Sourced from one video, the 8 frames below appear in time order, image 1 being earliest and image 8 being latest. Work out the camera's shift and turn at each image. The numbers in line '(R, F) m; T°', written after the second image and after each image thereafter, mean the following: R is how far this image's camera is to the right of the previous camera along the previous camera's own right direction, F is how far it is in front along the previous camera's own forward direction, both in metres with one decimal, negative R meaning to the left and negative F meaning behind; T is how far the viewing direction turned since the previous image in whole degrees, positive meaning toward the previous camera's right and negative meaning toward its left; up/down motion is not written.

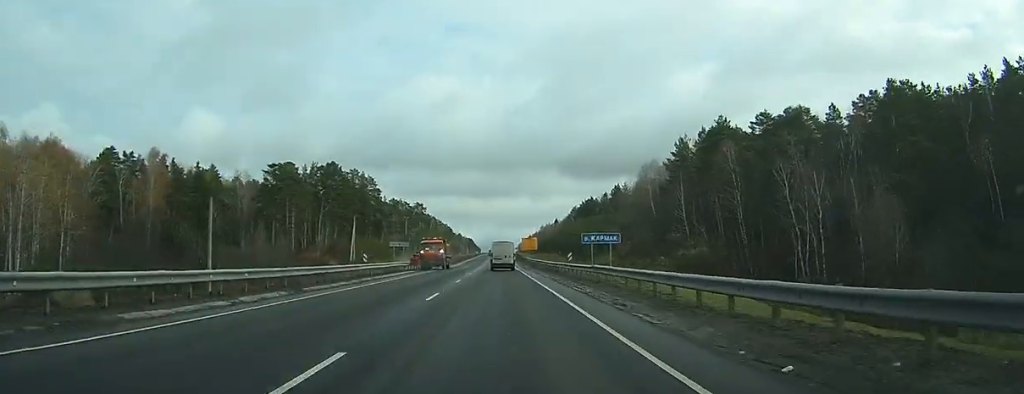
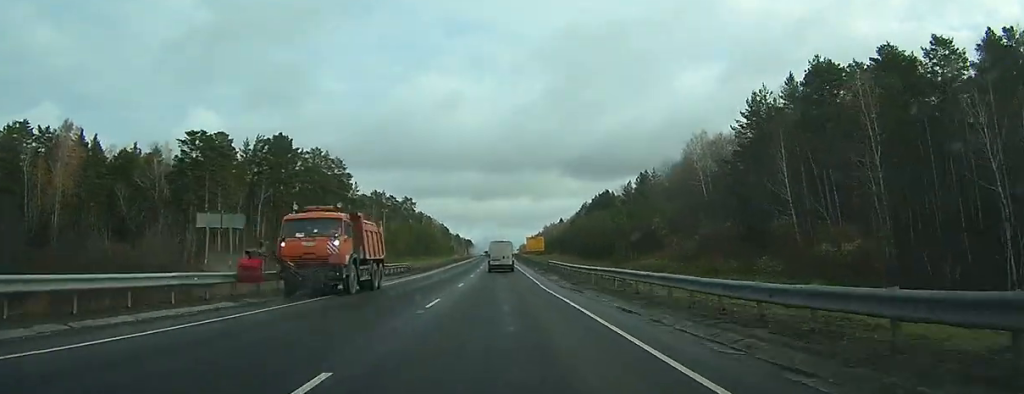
(0.0, +37.6) m; 0°
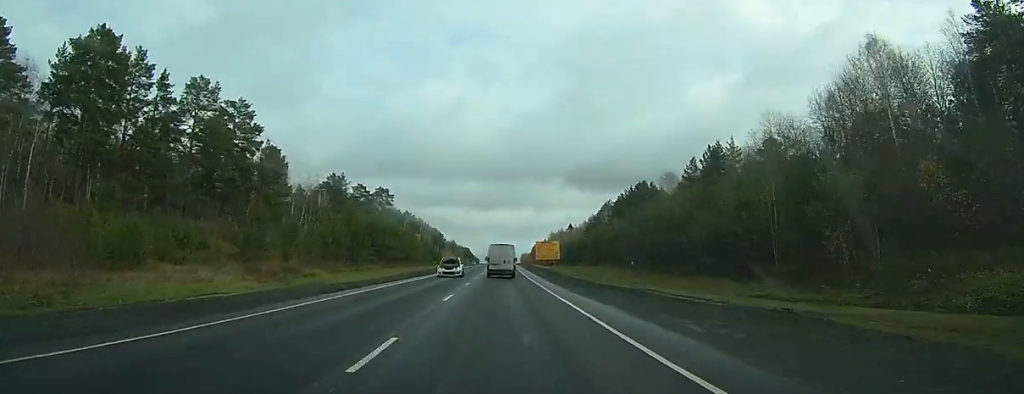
(0.0, +56.2) m; 0°
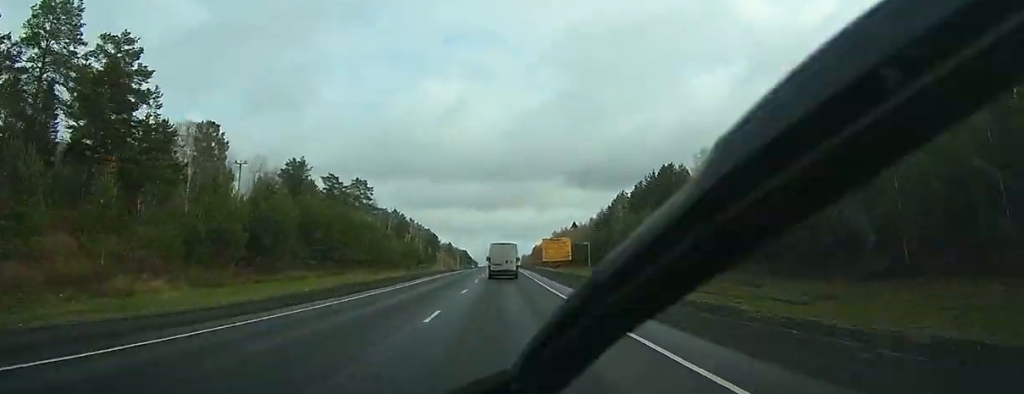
(0.0, +28.9) m; 0°
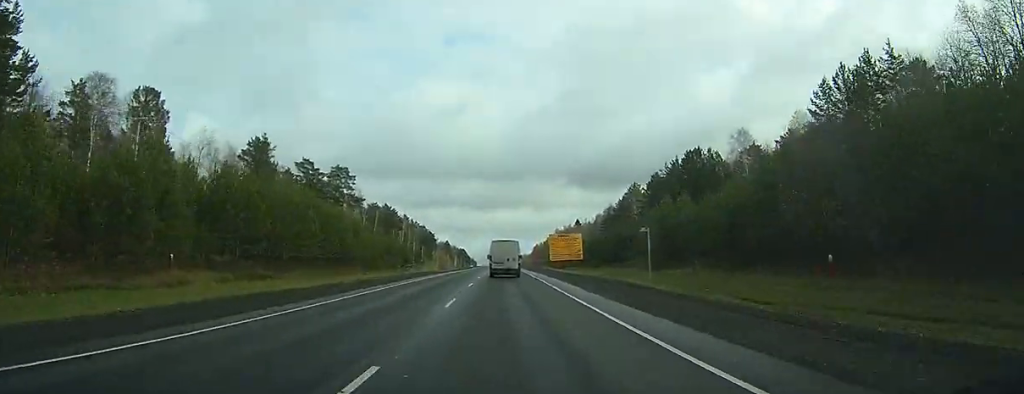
(0.0, +19.7) m; 0°
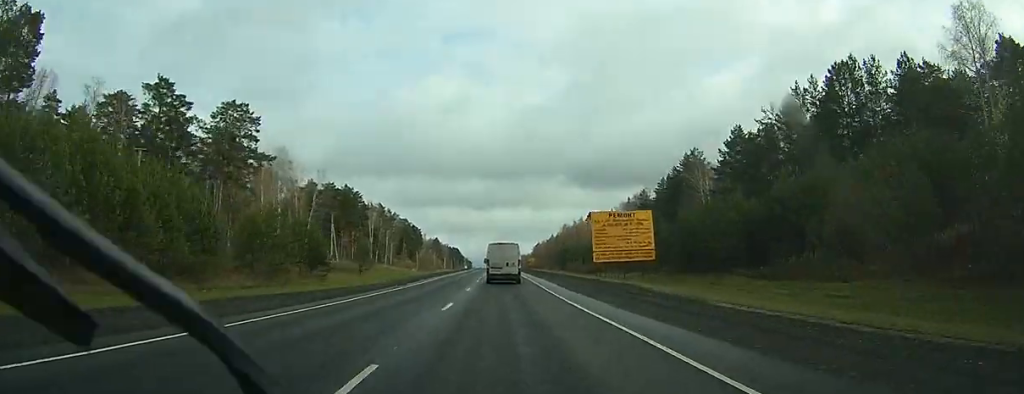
(0.0, +61.9) m; 0°
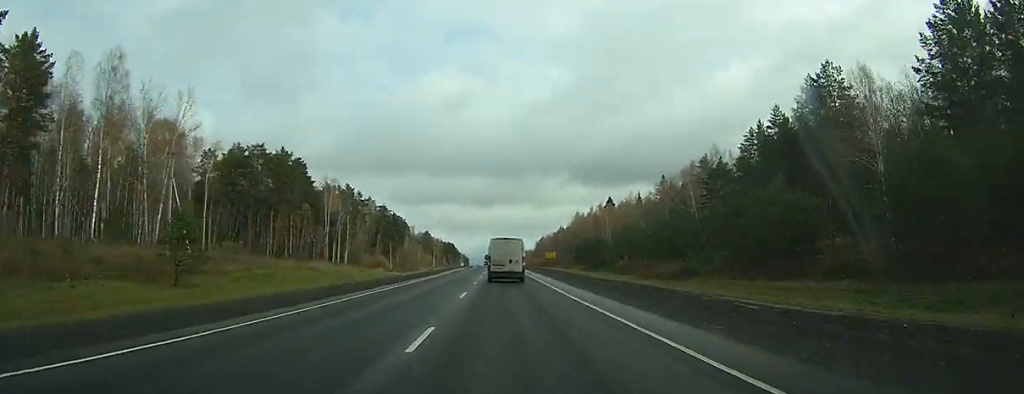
(-0.3, +57.8) m; 0°
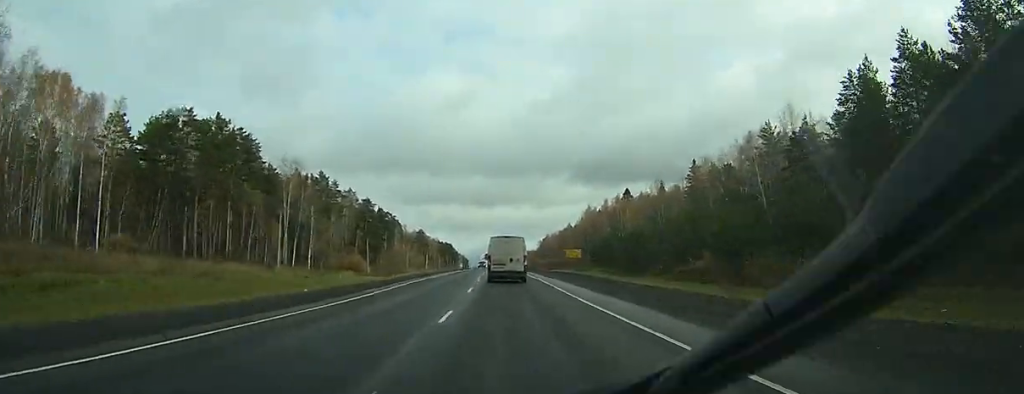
(-0.3, +32.2) m; +1°
